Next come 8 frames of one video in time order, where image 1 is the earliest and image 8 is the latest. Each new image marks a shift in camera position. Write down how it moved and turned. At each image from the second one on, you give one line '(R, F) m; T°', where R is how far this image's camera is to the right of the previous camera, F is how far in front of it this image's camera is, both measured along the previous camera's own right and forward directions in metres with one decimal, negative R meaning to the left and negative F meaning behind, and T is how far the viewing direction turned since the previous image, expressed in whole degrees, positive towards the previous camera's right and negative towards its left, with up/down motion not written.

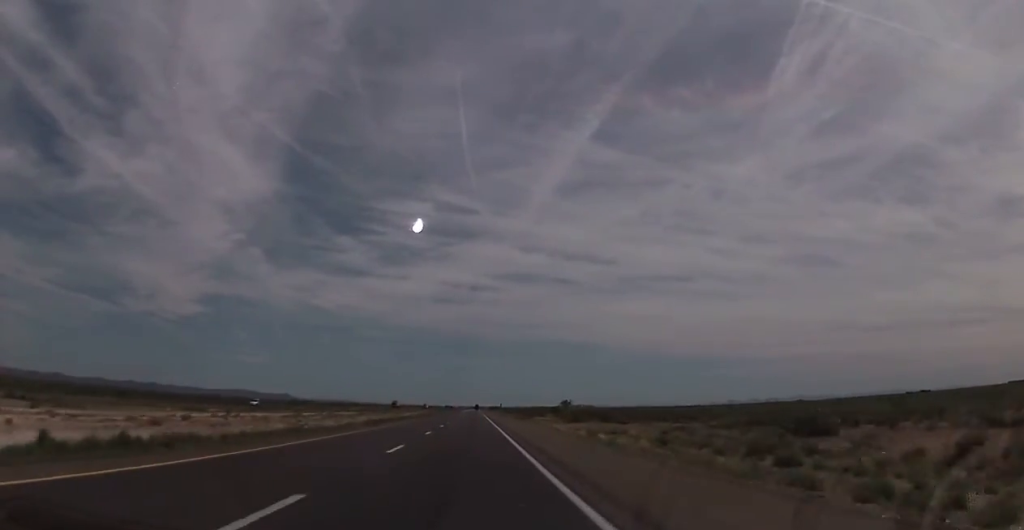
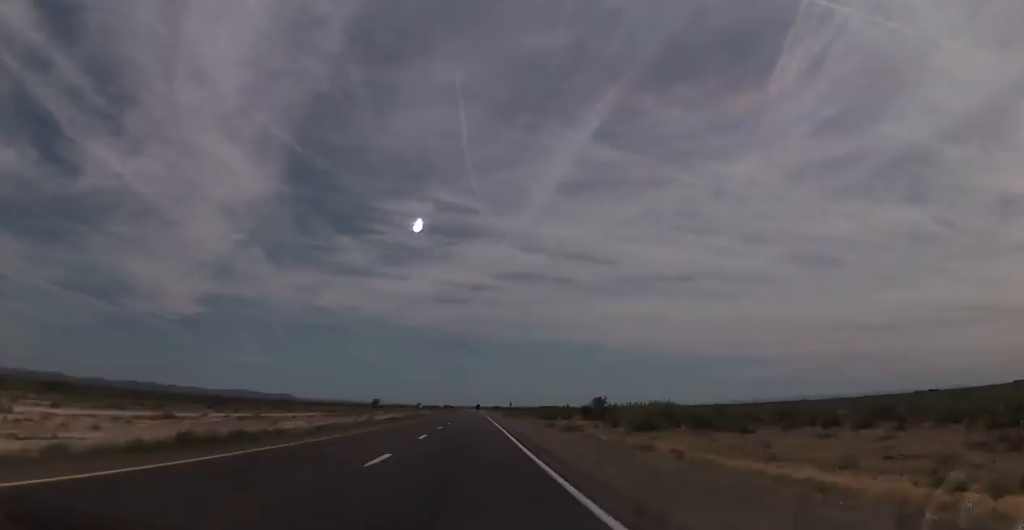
(-0.3, +40.8) m; -1°
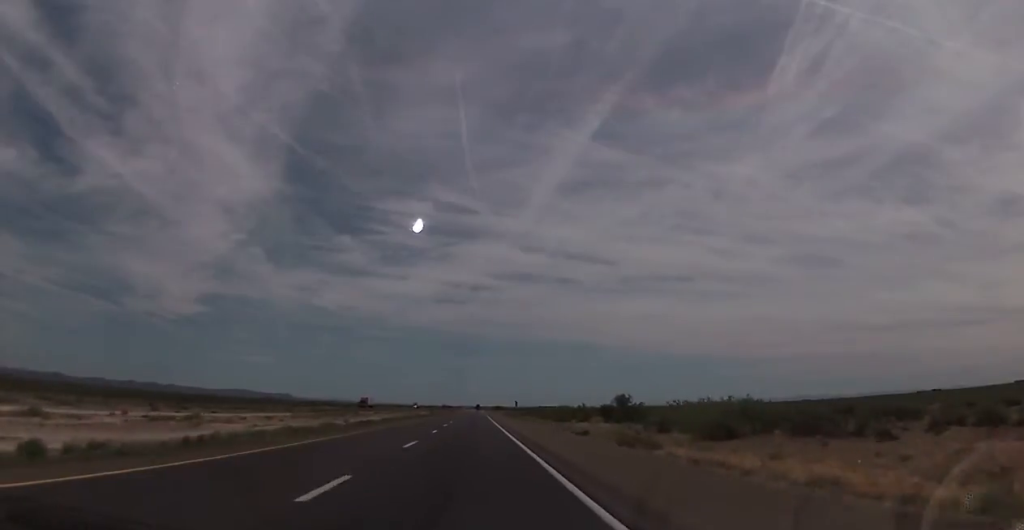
(-0.1, +18.0) m; 0°
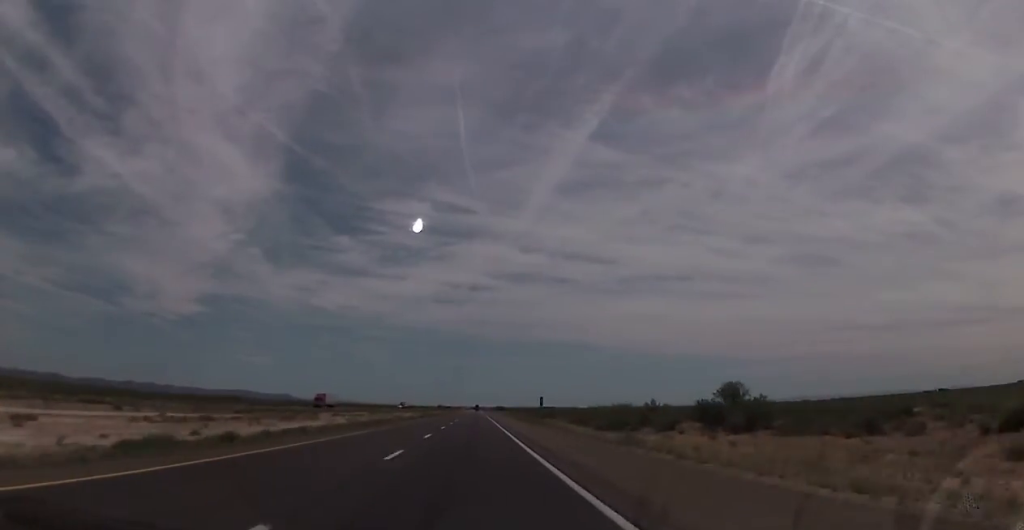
(0.0, +42.1) m; 0°
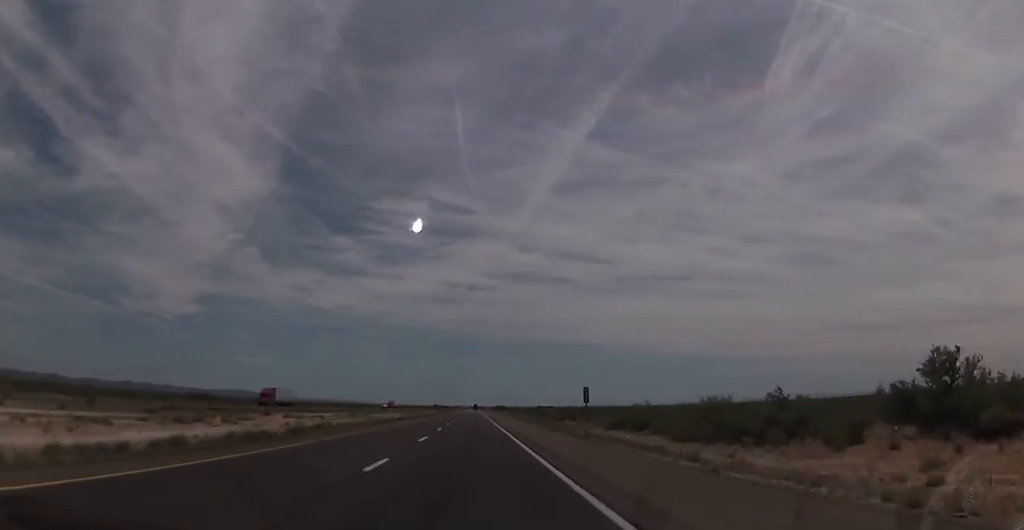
(0.0, +27.7) m; 0°
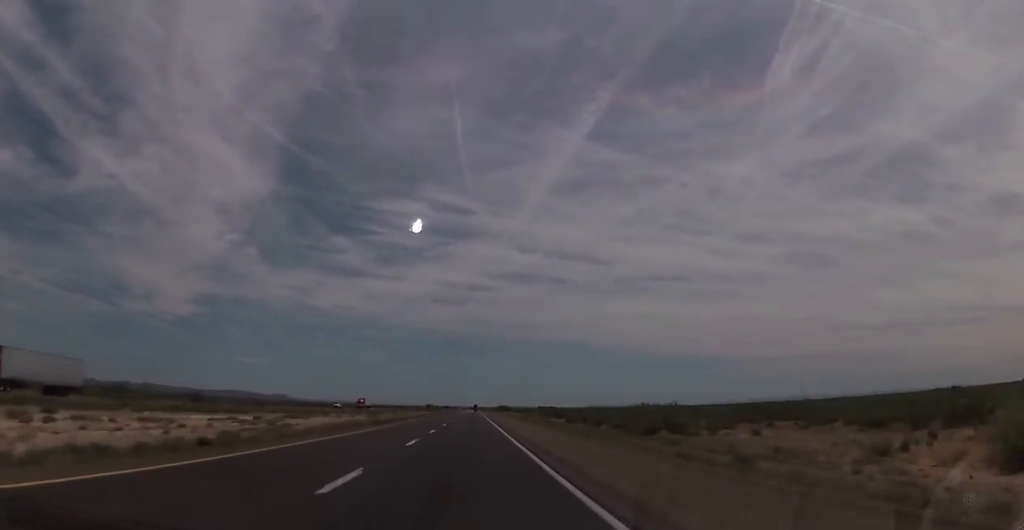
(+0.6, +52.7) m; +1°
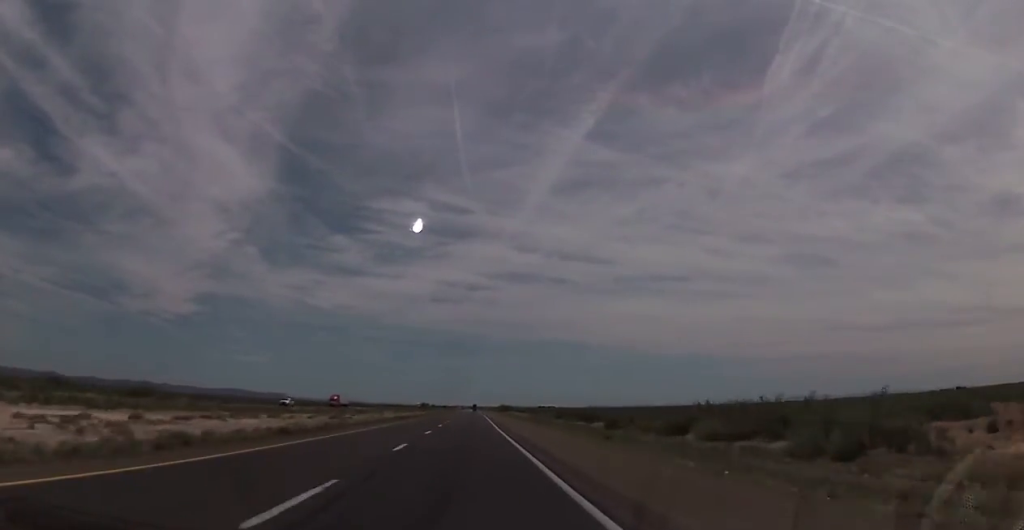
(-0.1, +27.5) m; 0°
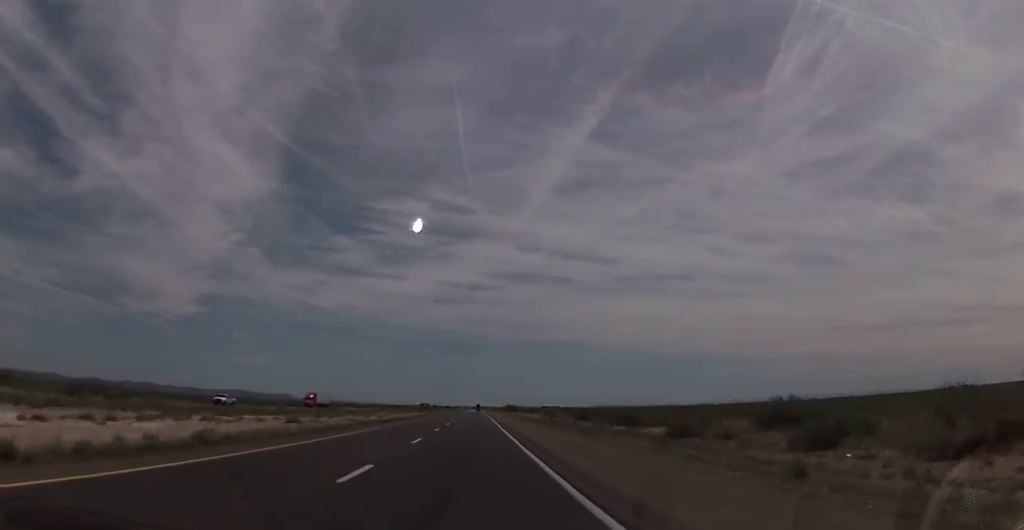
(-0.2, +20.3) m; -1°
